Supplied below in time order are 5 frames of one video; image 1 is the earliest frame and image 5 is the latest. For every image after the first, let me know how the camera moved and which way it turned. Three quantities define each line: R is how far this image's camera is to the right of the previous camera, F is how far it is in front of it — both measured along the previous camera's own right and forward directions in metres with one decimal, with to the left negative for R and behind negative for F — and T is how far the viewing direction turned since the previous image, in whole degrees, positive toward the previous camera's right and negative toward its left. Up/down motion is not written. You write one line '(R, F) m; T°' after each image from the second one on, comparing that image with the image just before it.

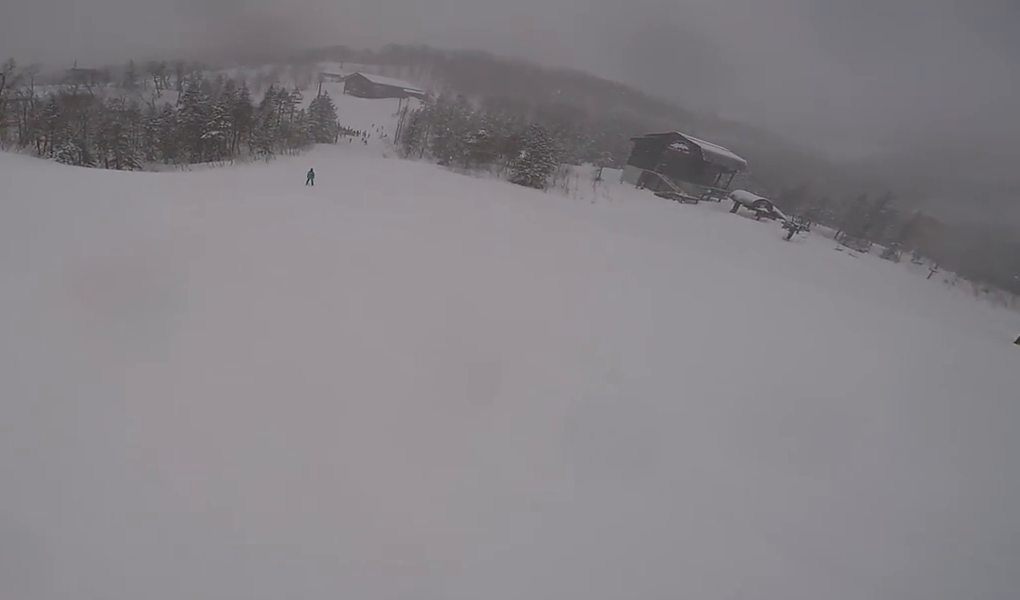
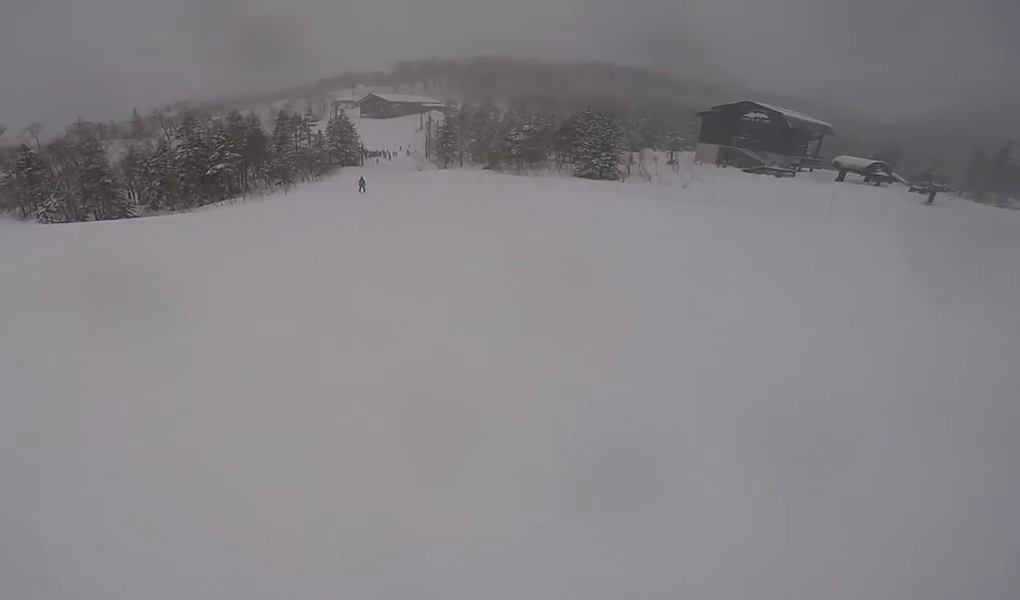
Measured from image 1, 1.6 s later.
(-1.0, +13.7) m; +1°
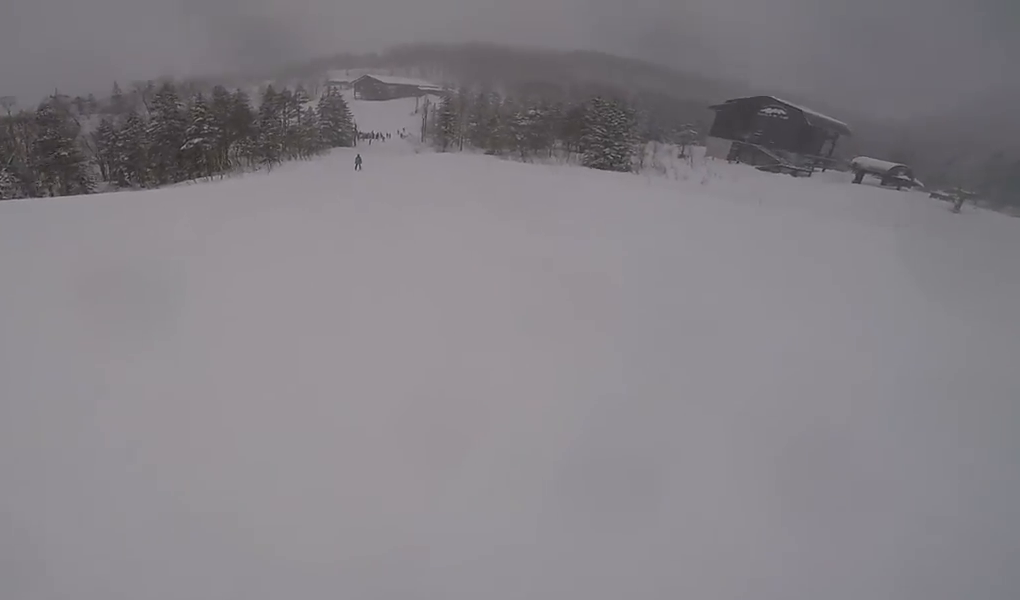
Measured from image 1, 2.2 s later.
(+0.8, +5.2) m; 0°
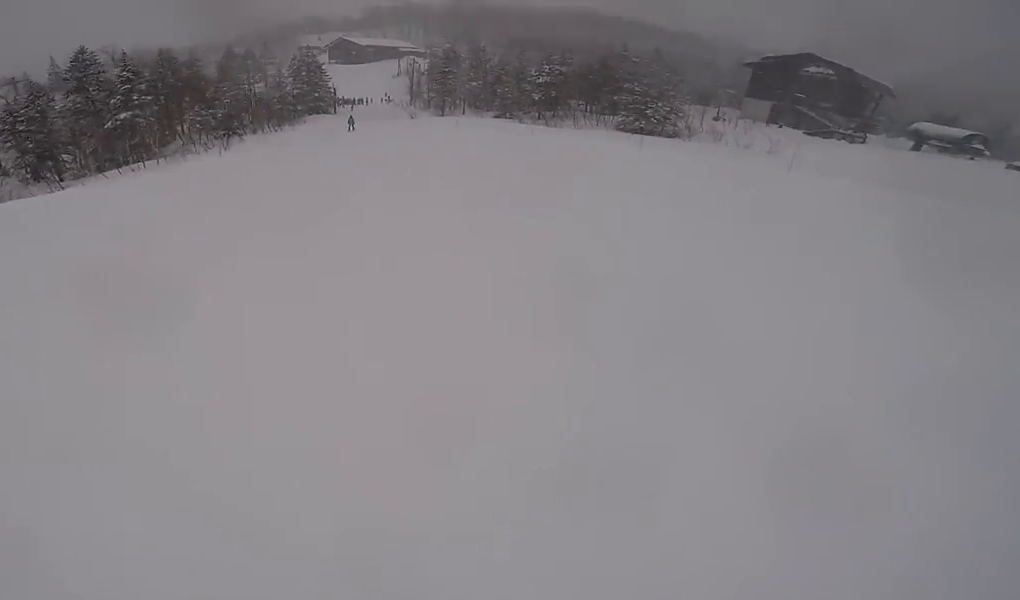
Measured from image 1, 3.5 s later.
(-0.7, +12.8) m; 0°
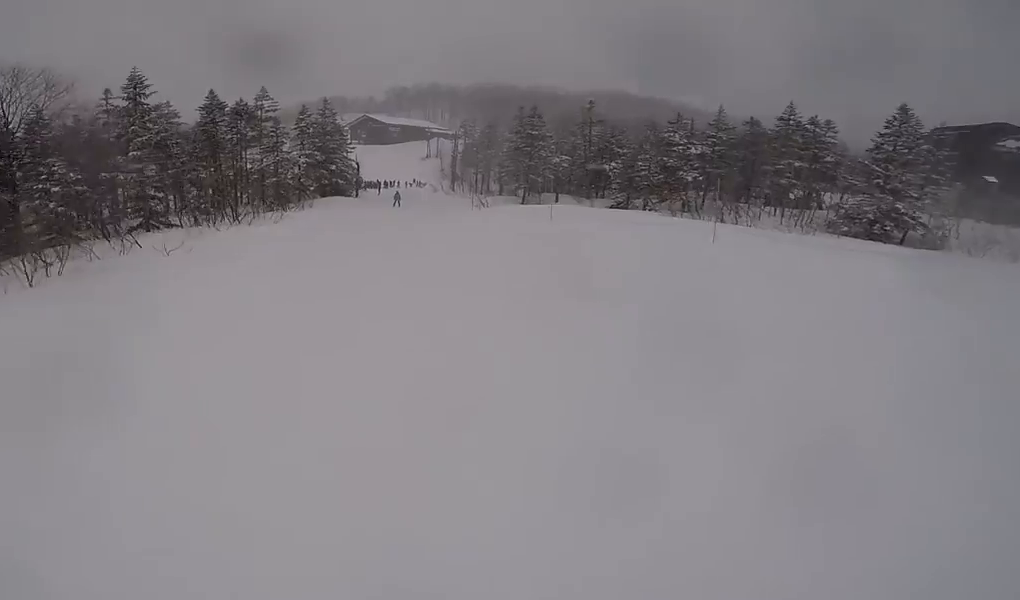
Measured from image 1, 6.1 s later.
(+0.5, +25.9) m; +5°
